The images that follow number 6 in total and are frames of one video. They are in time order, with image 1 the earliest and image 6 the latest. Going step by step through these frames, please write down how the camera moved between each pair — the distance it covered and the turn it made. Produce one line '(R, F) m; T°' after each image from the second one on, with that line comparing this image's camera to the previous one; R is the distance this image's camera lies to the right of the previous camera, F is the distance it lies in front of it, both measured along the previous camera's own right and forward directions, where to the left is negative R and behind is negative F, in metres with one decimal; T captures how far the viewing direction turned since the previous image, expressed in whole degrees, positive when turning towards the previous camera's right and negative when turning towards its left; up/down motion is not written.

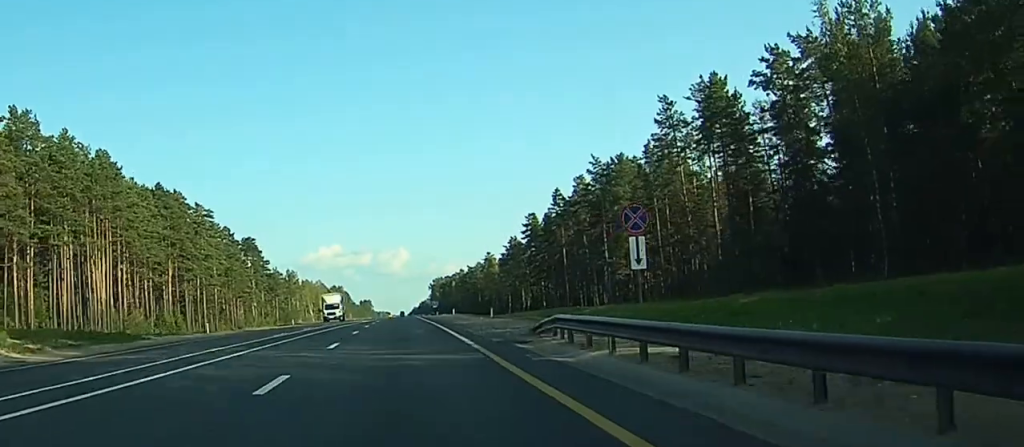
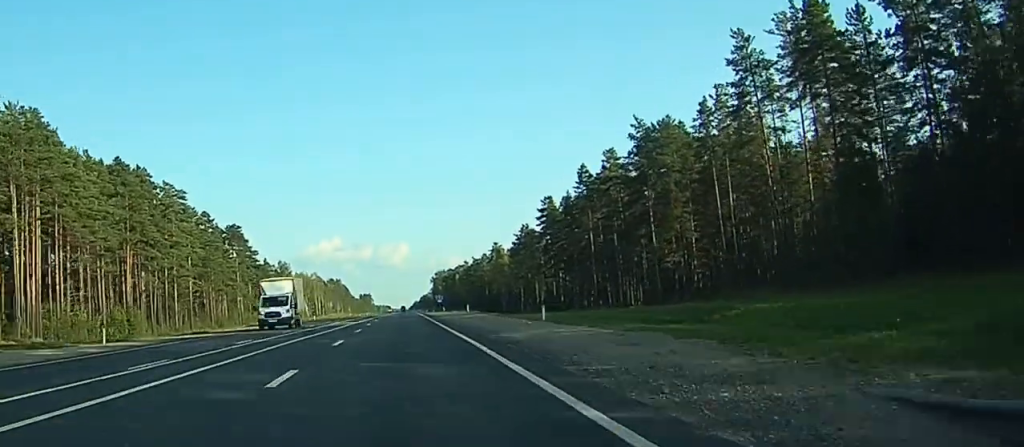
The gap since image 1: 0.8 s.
(+0.2, +22.7) m; +1°
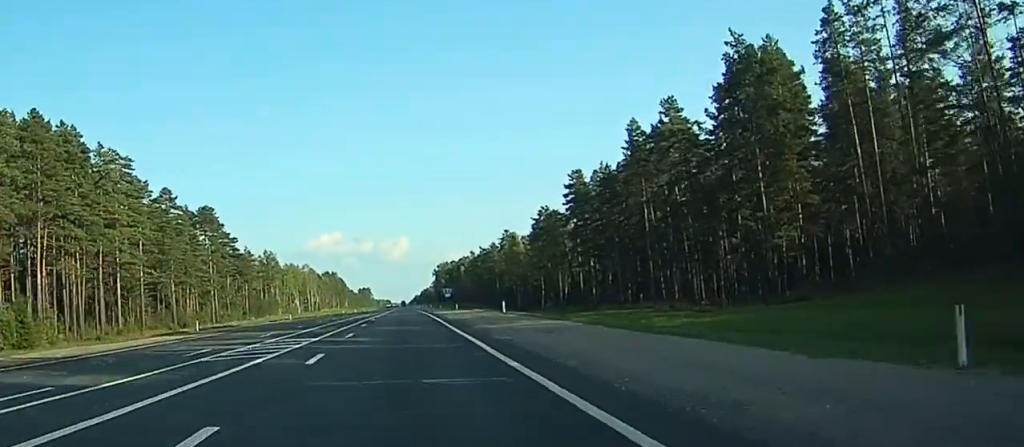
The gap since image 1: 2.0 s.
(+0.4, +31.0) m; 0°
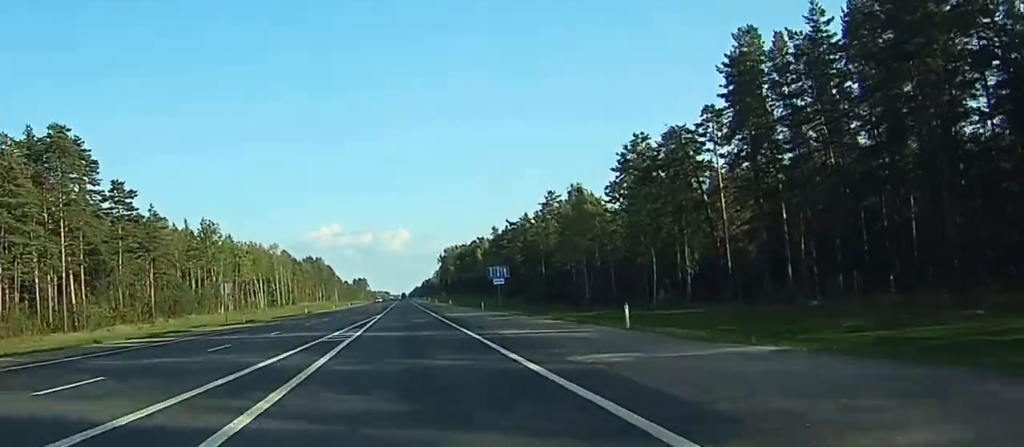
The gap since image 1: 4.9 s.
(-1.5, +81.7) m; -1°
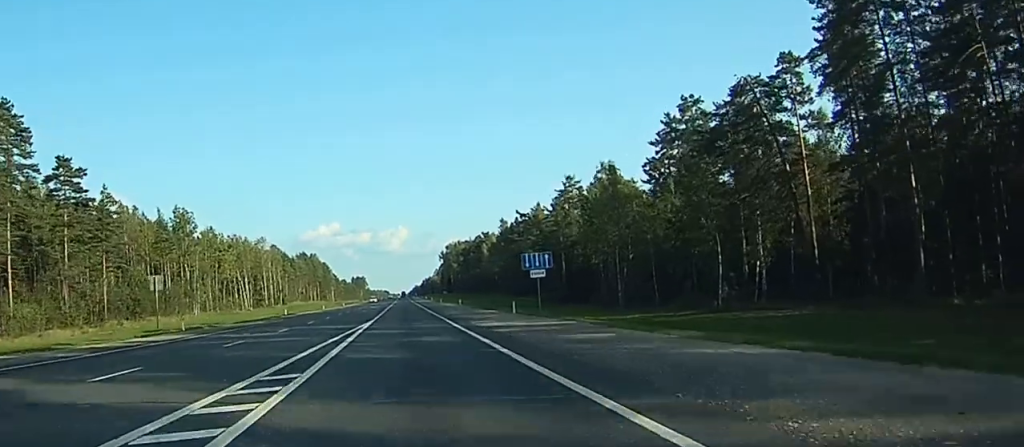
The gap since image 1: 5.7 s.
(0.0, +21.6) m; 0°
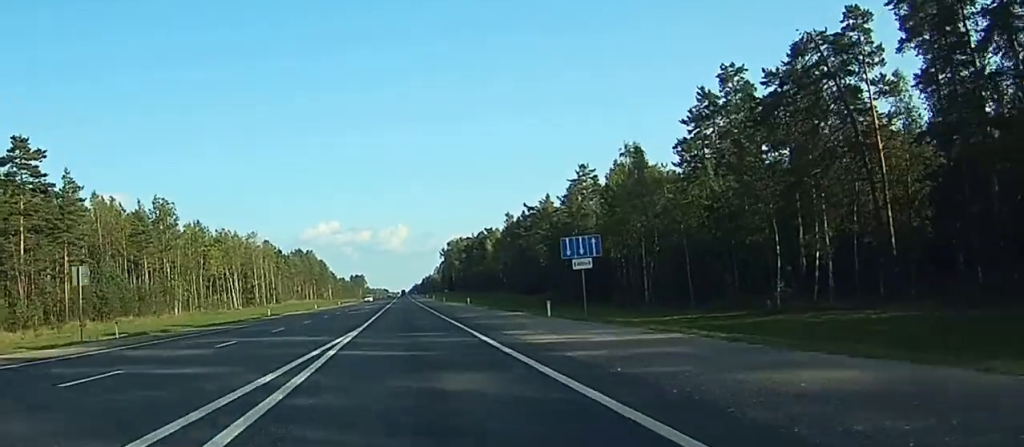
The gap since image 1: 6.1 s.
(0.0, +13.1) m; 0°
